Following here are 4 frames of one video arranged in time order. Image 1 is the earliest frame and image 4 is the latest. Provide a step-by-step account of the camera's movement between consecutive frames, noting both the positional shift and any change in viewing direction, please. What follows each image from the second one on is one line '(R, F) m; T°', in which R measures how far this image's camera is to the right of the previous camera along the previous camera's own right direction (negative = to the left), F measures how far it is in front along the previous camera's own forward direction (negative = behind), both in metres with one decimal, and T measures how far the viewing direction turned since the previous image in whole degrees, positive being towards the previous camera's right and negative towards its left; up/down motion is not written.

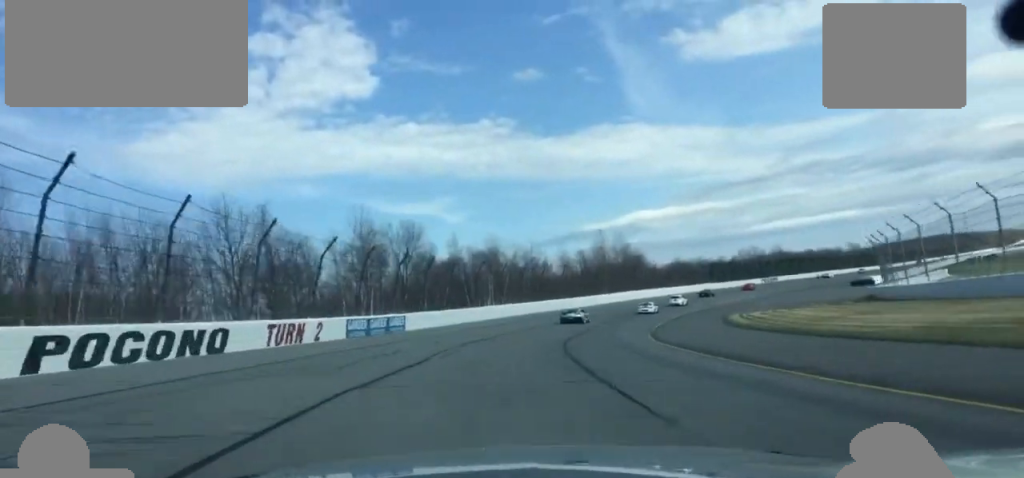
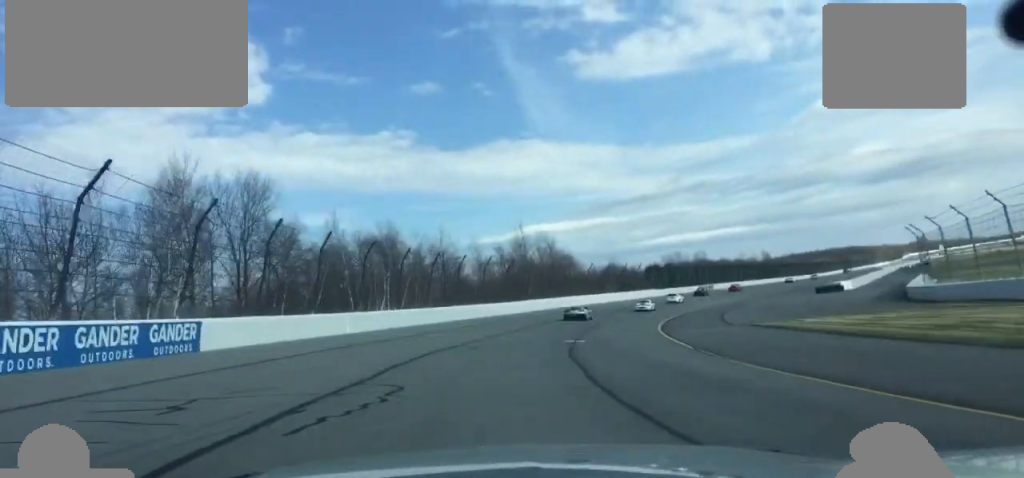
(+2.2, +26.7) m; +7°
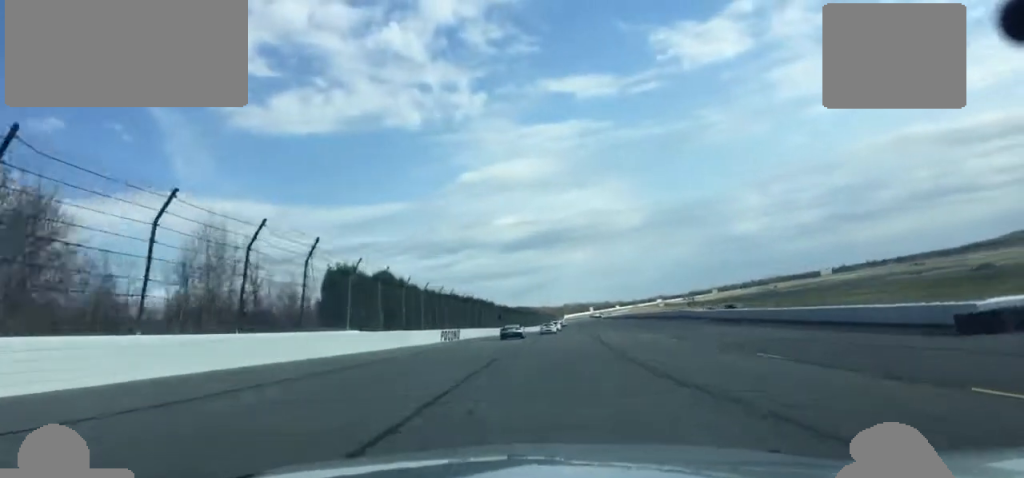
(+20.1, +100.8) m; +21°
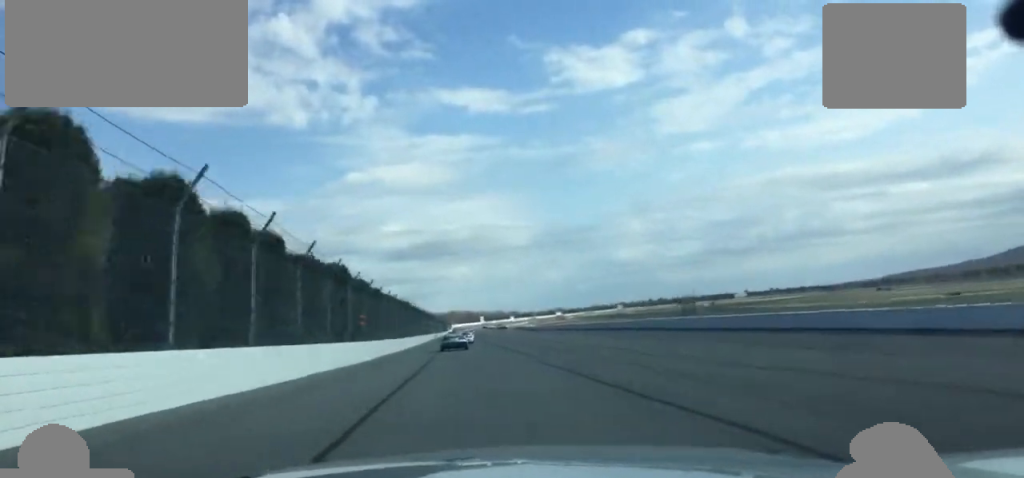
(+14.3, +157.9) m; +7°
